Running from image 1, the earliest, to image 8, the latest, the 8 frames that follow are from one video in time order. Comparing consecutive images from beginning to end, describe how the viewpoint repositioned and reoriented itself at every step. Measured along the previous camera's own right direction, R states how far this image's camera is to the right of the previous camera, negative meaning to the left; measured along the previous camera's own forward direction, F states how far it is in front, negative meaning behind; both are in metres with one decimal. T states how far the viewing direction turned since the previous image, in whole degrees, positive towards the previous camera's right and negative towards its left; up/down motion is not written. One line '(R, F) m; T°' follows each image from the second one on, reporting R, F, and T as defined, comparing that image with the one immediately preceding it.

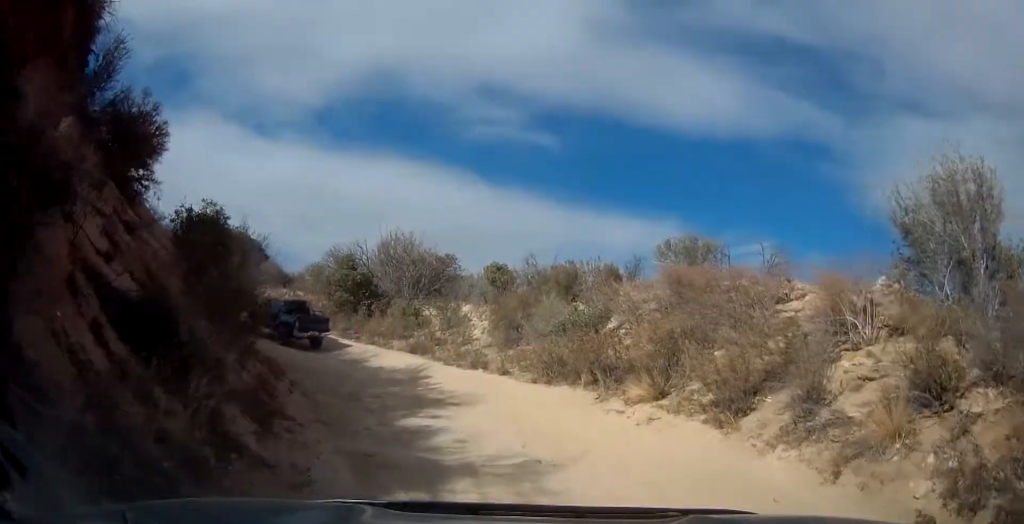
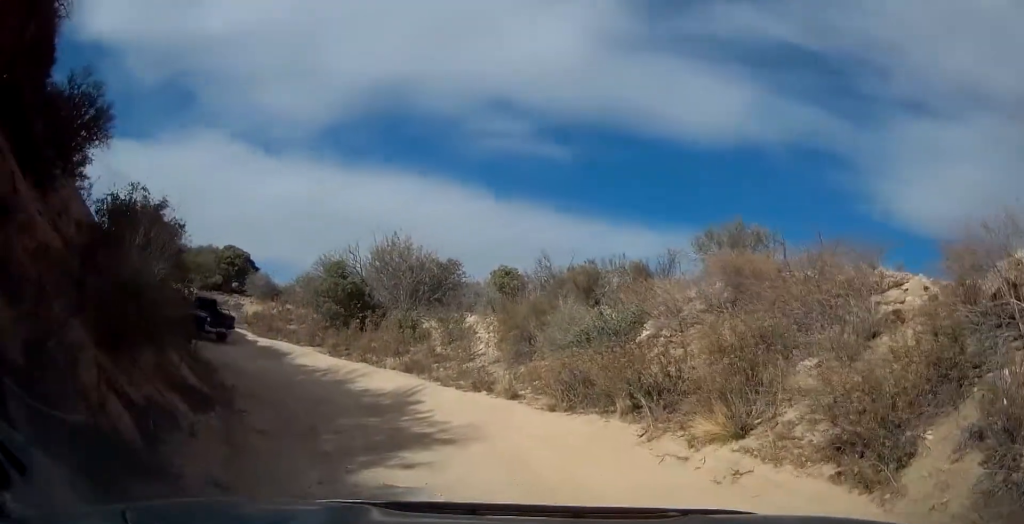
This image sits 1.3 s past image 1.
(-0.5, +3.4) m; -11°
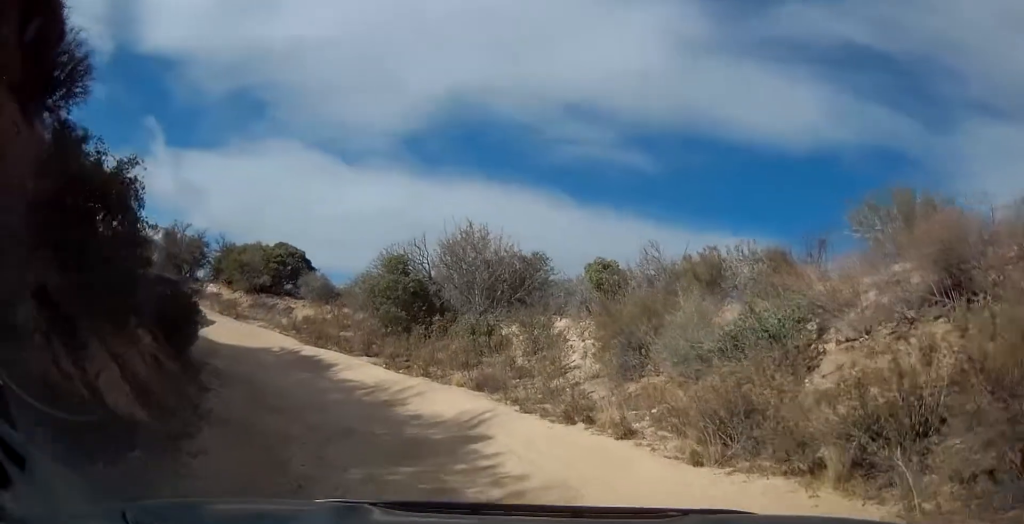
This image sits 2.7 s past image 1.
(-0.1, +4.2) m; -7°
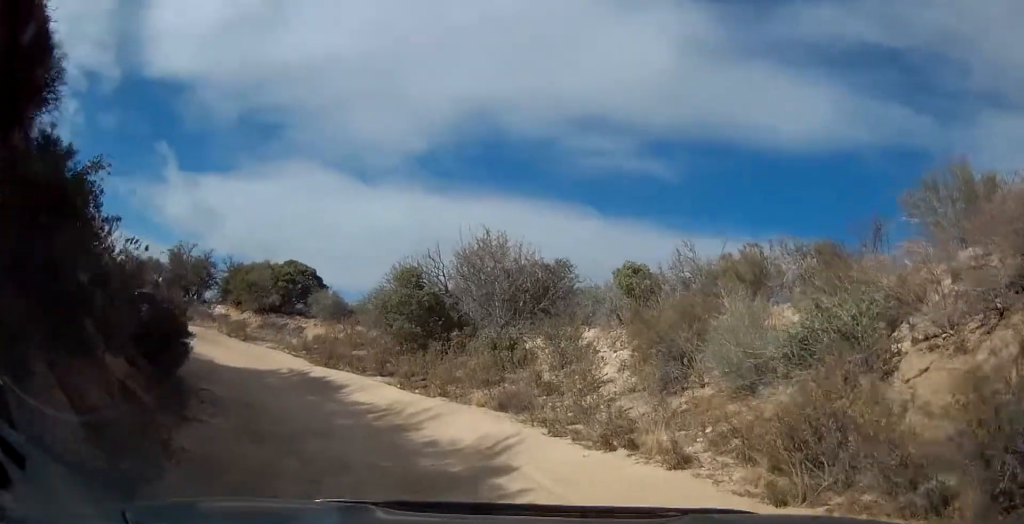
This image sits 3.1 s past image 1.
(0.0, +1.5) m; -5°
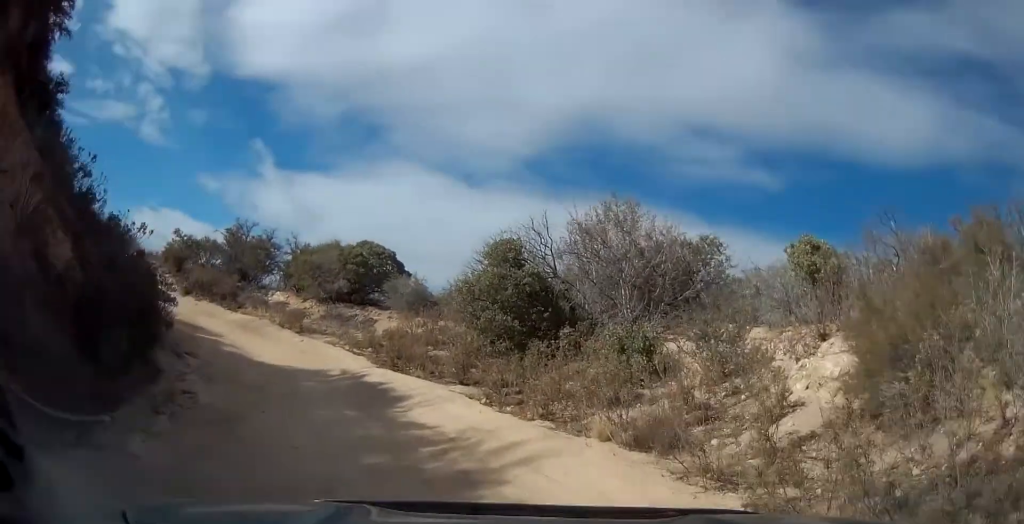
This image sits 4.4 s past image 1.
(-0.6, +4.9) m; -9°
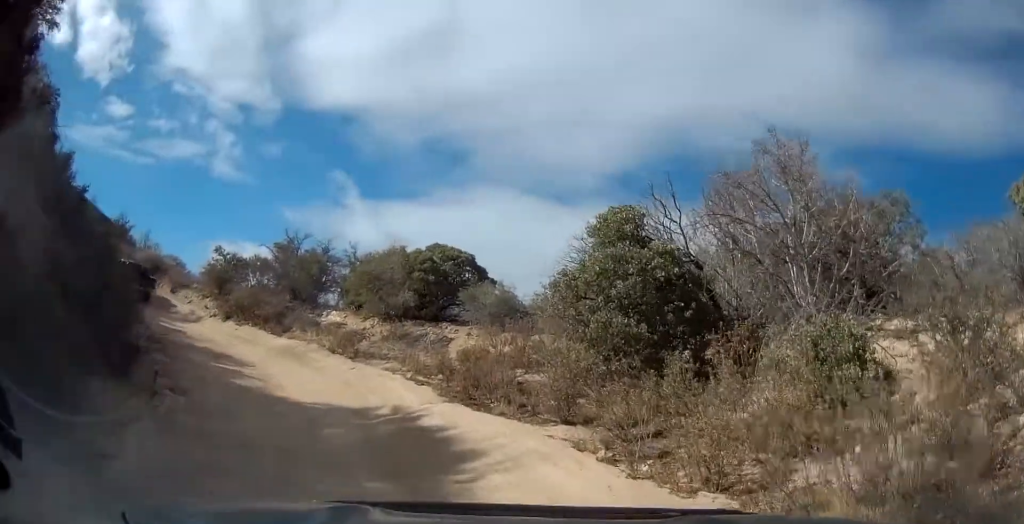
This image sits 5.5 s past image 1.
(-0.2, +4.8) m; -10°
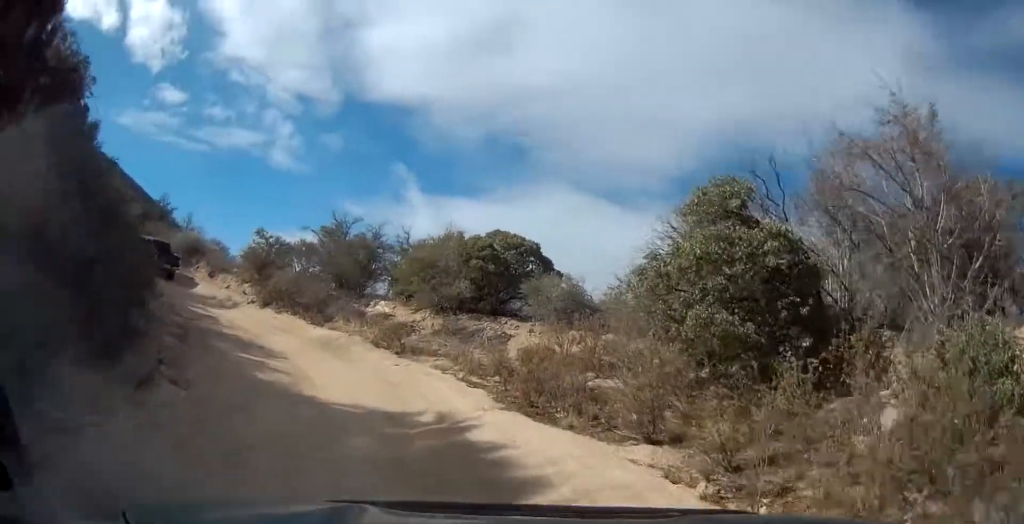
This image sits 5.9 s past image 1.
(-0.1, +1.8) m; -5°
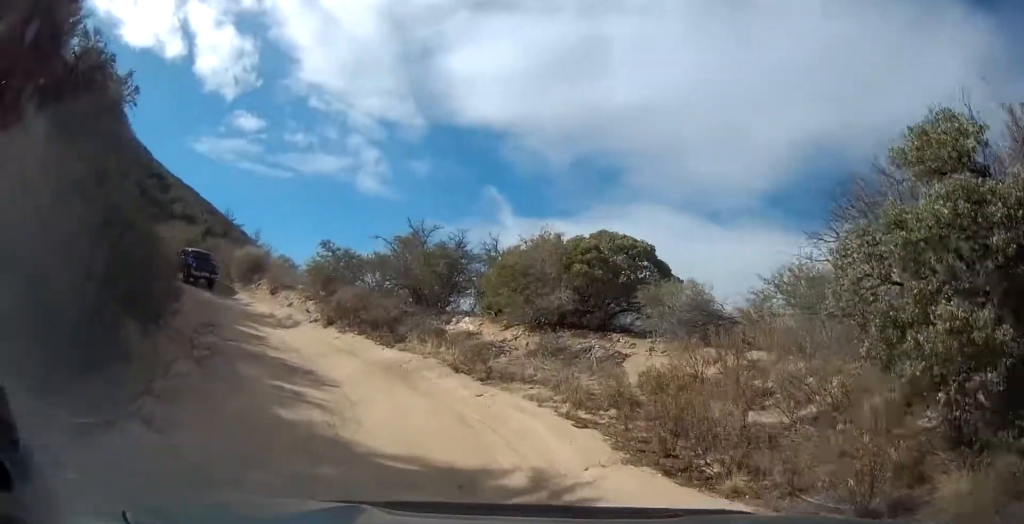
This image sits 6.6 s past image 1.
(-0.2, +3.2) m; -9°
